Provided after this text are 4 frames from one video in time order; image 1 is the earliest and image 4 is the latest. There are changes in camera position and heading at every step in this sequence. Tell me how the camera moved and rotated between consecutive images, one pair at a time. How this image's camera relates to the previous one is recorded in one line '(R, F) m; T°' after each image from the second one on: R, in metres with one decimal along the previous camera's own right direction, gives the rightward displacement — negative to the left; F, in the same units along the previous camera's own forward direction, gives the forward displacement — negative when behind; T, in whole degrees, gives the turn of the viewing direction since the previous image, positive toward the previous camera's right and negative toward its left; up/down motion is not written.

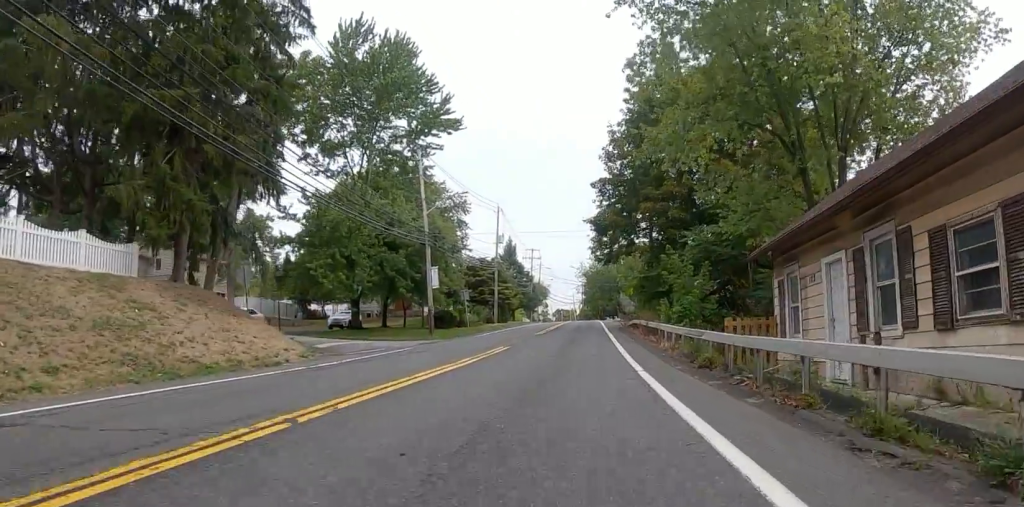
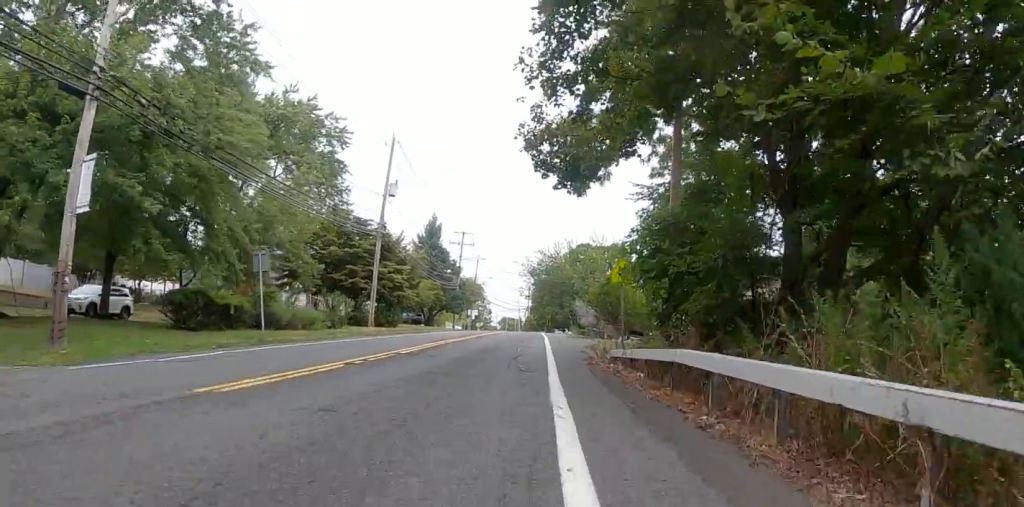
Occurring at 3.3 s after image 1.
(+0.2, +23.8) m; +5°
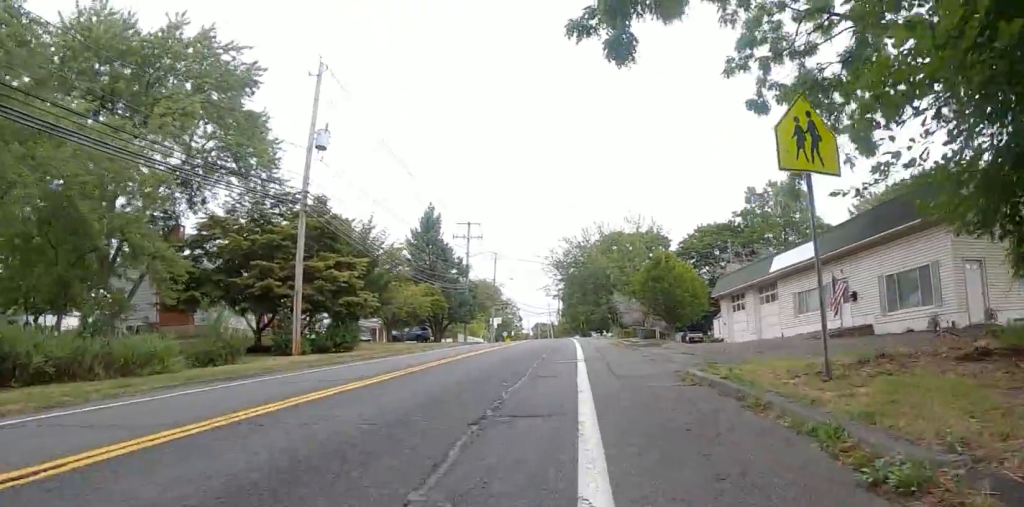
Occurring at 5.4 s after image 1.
(+0.2, +13.9) m; -1°
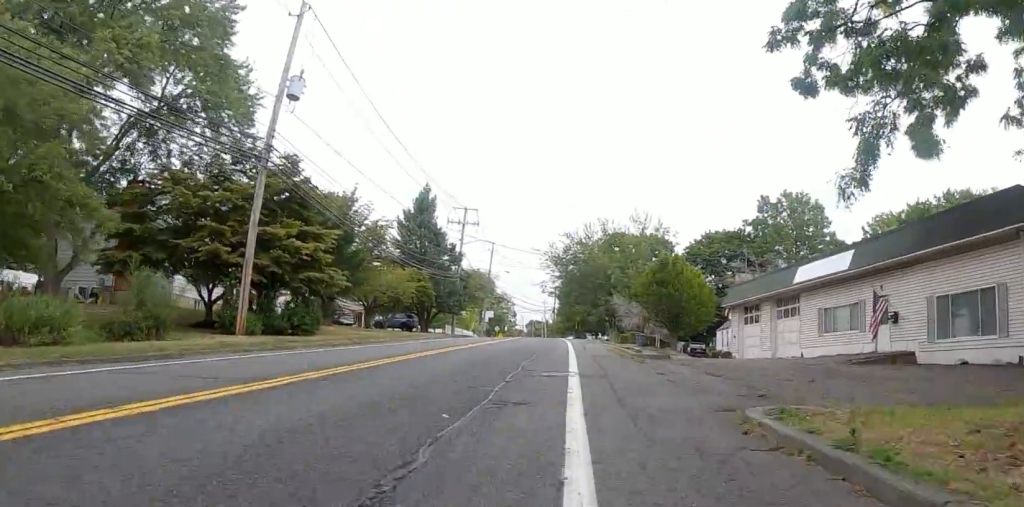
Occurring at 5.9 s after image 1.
(+0.3, +3.5) m; -1°
